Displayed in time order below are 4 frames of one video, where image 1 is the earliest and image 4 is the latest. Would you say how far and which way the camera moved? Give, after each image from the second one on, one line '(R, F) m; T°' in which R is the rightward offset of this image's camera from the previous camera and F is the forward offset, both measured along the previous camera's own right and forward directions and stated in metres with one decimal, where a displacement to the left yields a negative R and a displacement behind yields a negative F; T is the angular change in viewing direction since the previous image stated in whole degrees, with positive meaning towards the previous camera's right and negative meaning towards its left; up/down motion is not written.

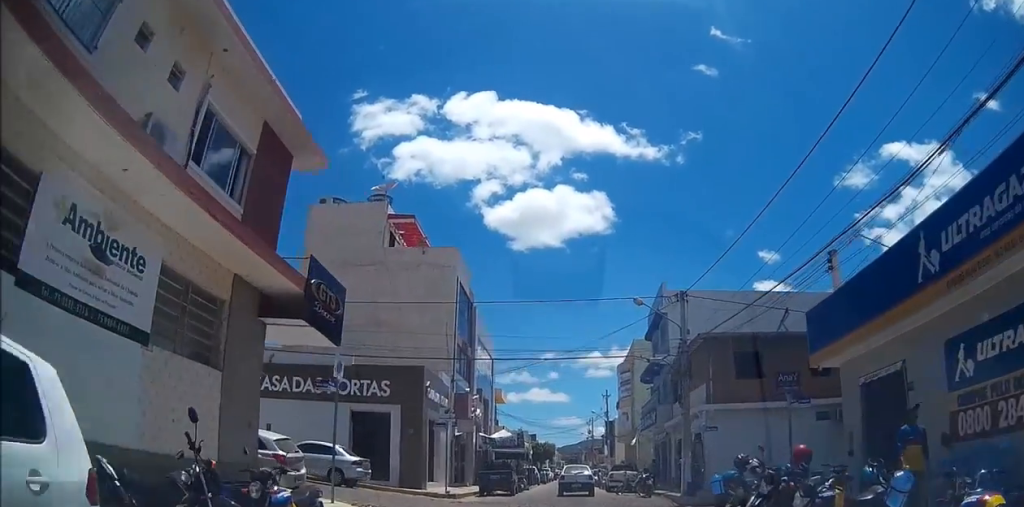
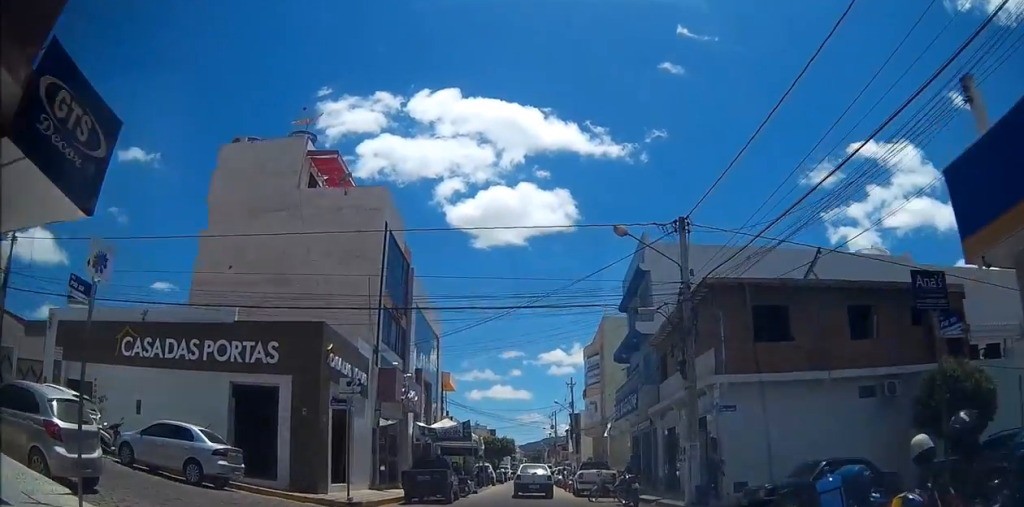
(-0.7, +7.5) m; -5°
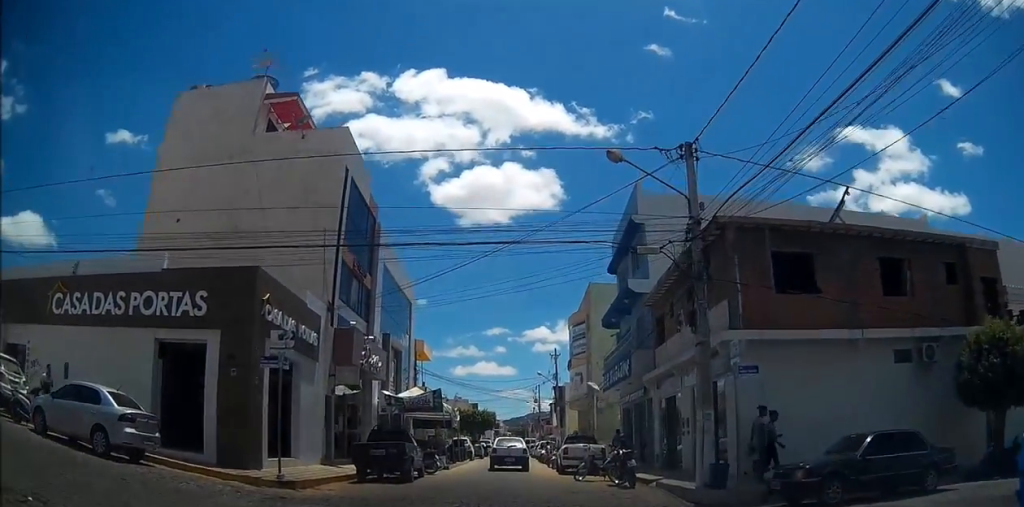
(+0.3, +5.2) m; +3°
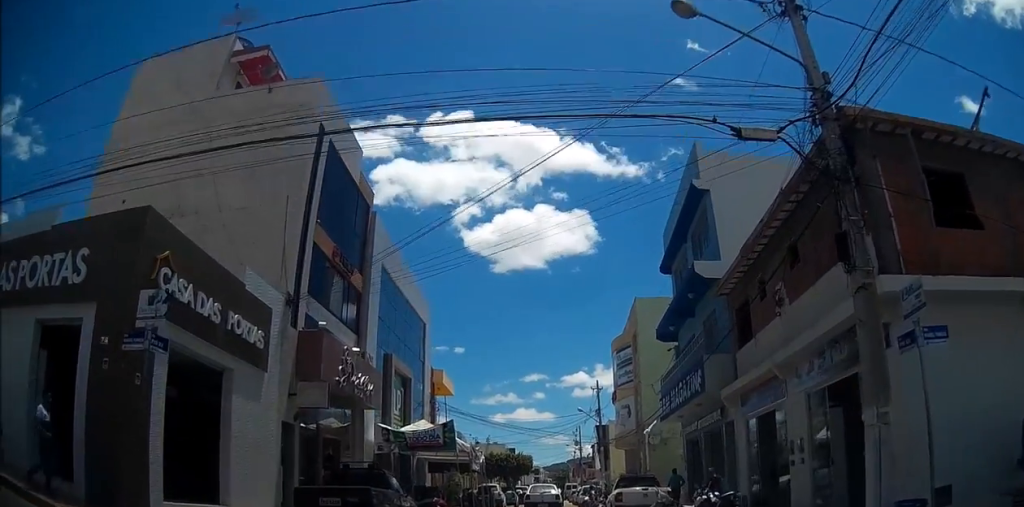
(+0.4, +7.5) m; +6°
